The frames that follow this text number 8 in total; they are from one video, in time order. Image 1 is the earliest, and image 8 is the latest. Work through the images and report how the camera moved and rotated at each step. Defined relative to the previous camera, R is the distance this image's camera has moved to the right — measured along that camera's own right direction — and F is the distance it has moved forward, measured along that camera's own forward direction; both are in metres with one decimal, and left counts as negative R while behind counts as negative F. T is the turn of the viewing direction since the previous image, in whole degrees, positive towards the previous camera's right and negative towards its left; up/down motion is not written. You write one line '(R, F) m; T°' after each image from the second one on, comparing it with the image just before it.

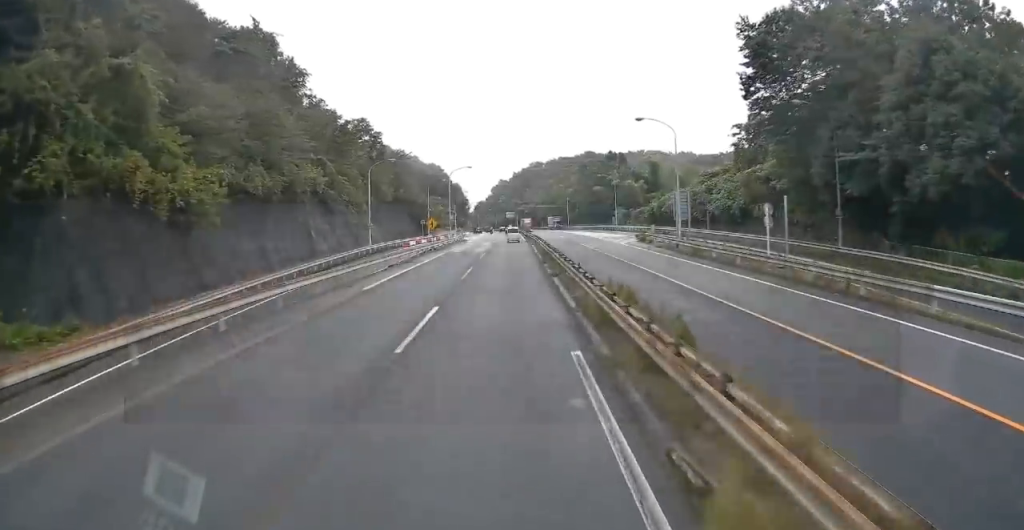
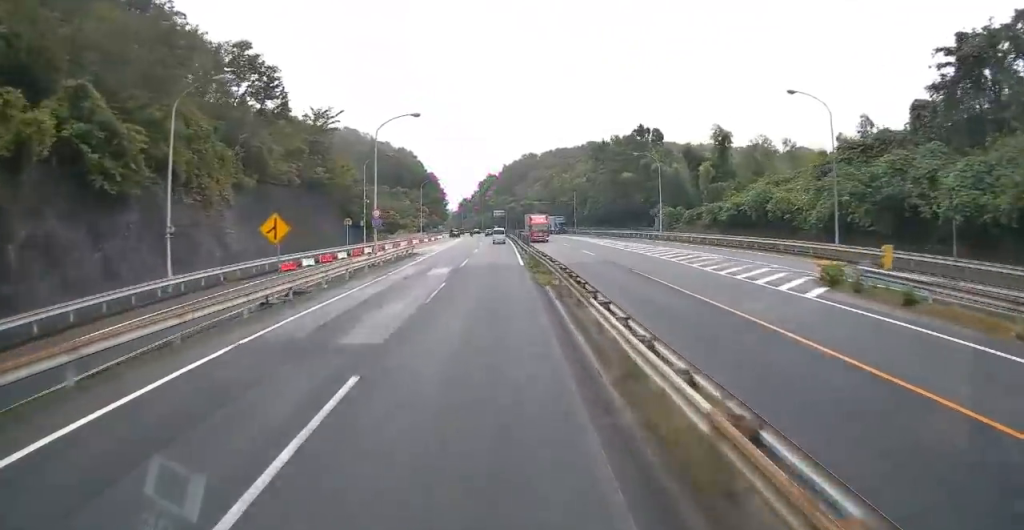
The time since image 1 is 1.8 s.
(-0.3, +38.3) m; -1°
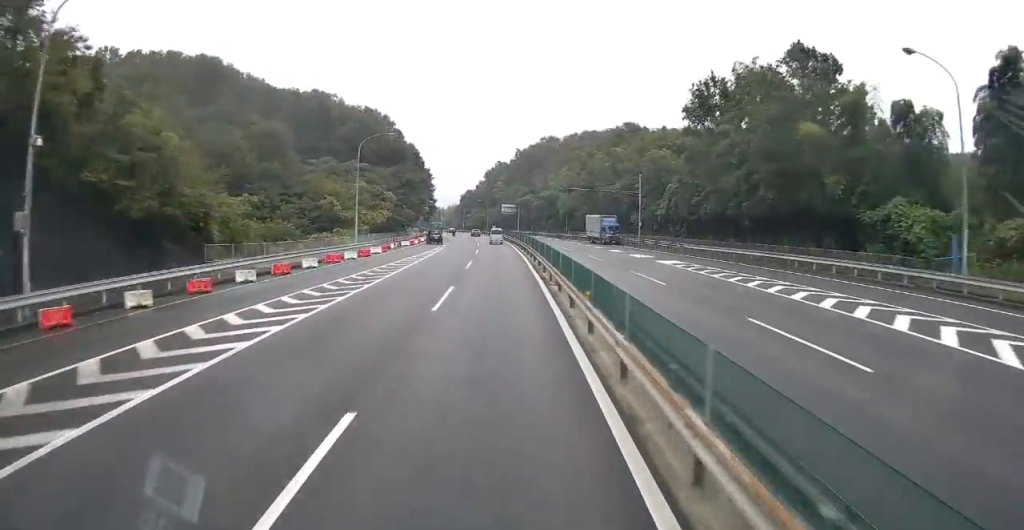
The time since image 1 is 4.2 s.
(-0.3, +47.6) m; 0°
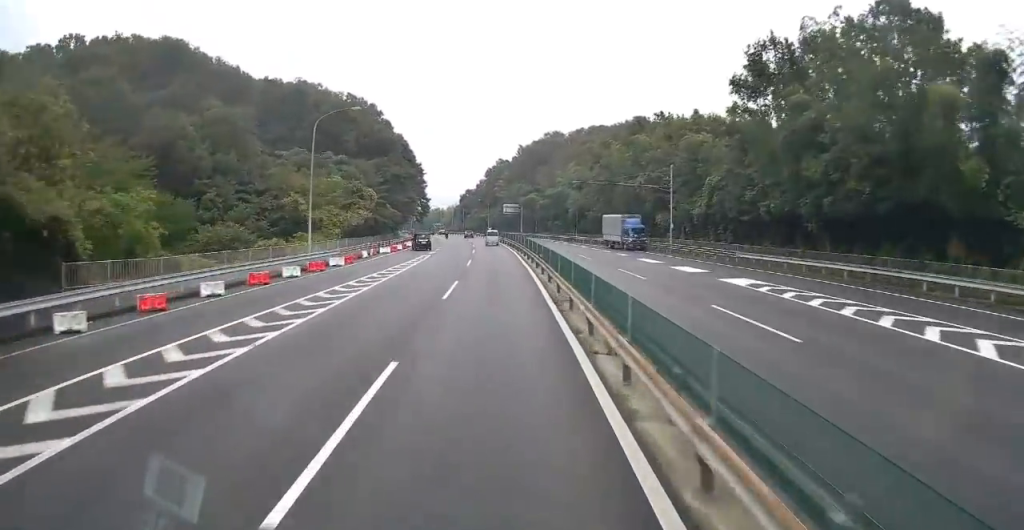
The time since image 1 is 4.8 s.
(0.0, +12.3) m; 0°
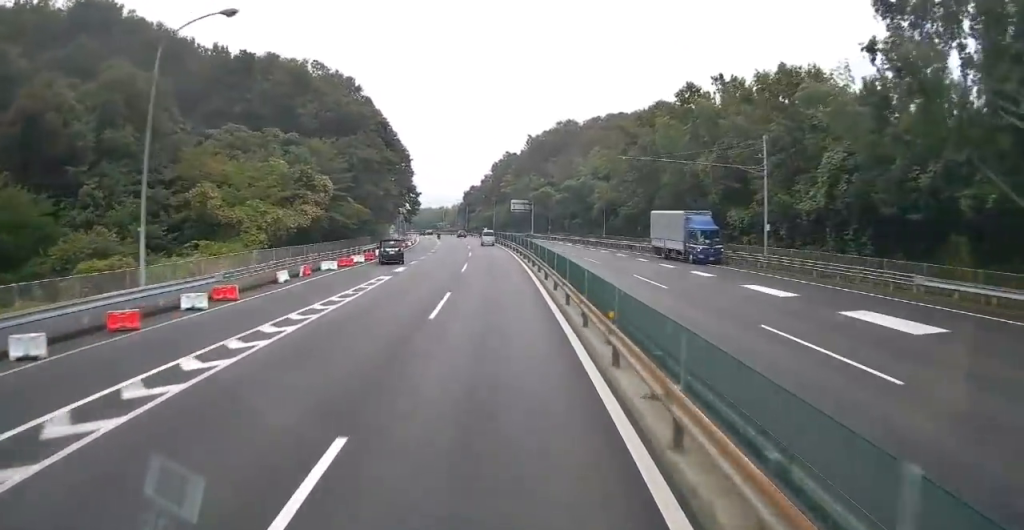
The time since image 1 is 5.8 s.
(+0.2, +19.1) m; -1°
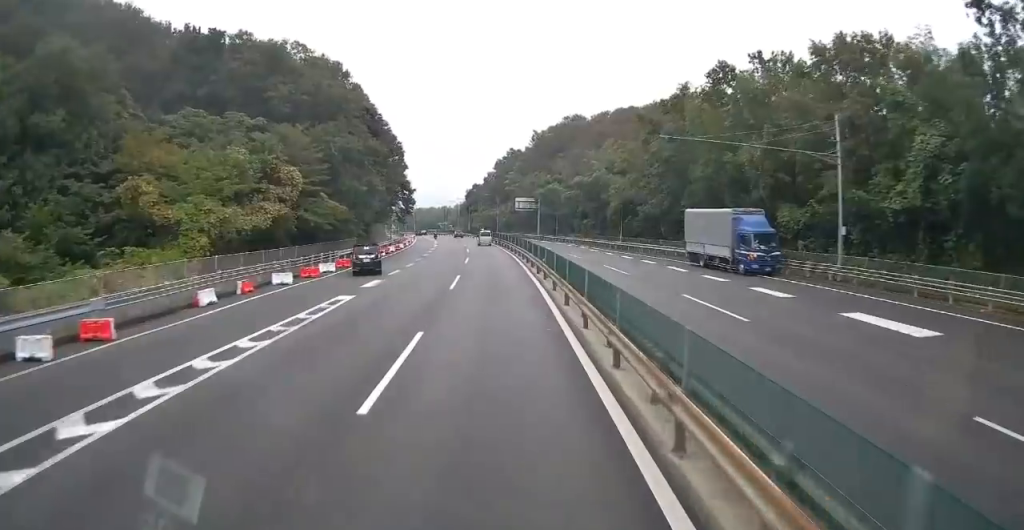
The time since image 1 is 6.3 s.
(-0.2, +8.7) m; -1°
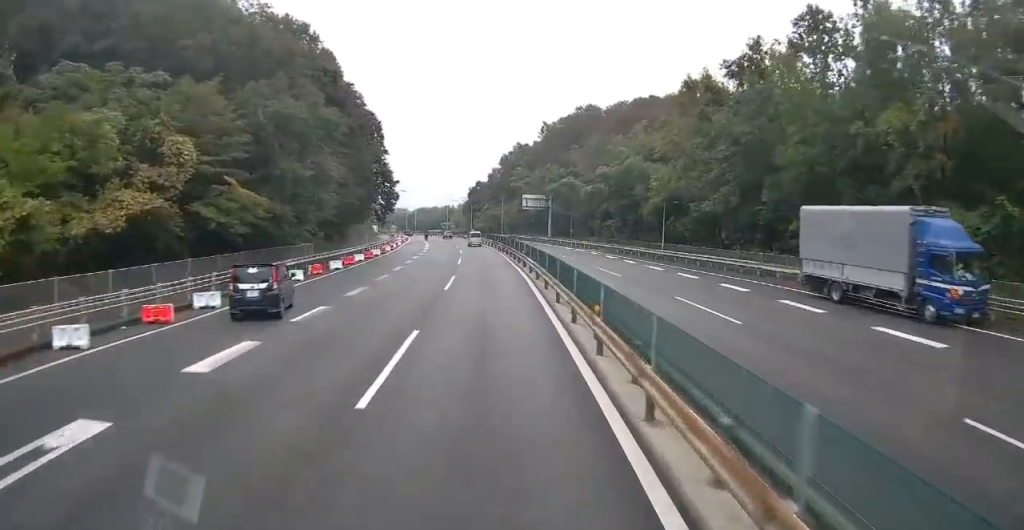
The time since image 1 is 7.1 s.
(-0.2, +14.9) m; -1°
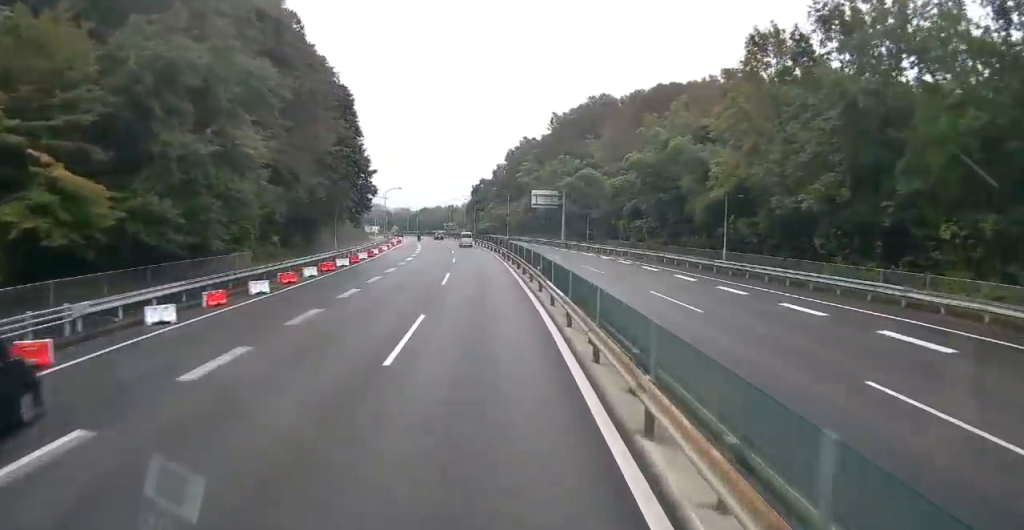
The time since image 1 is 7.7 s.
(+0.1, +12.4) m; -1°
